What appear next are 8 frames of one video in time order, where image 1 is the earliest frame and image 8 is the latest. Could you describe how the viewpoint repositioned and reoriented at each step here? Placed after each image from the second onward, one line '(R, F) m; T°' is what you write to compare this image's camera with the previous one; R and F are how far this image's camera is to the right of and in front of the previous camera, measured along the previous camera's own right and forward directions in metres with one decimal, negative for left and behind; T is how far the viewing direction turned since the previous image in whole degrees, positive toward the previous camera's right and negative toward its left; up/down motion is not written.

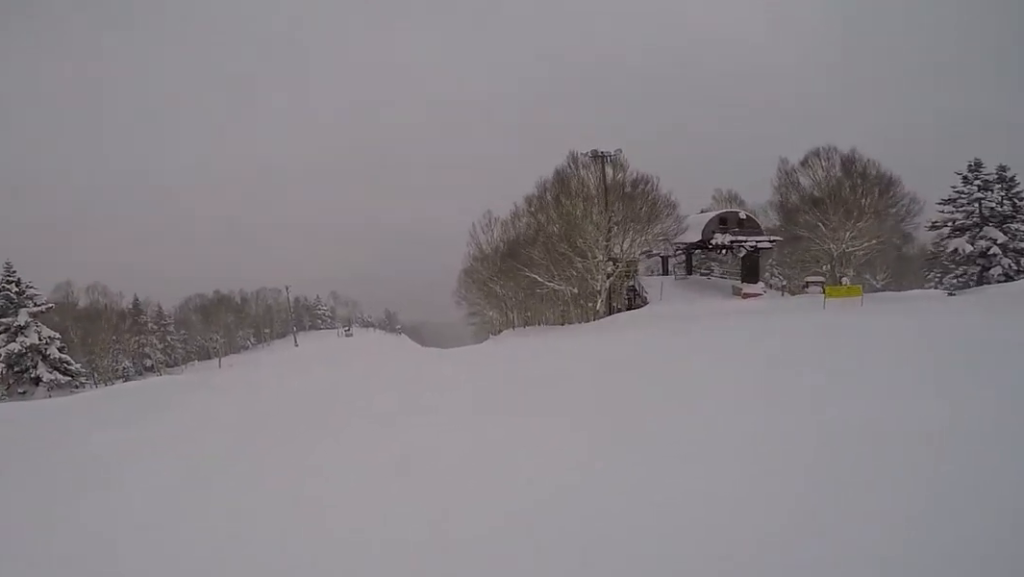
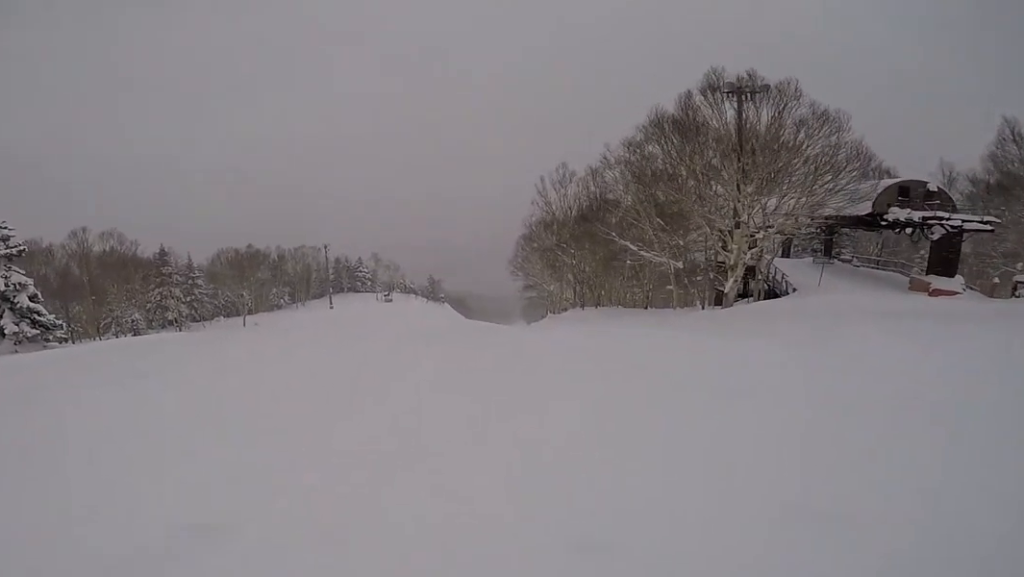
(-0.8, +8.3) m; -6°
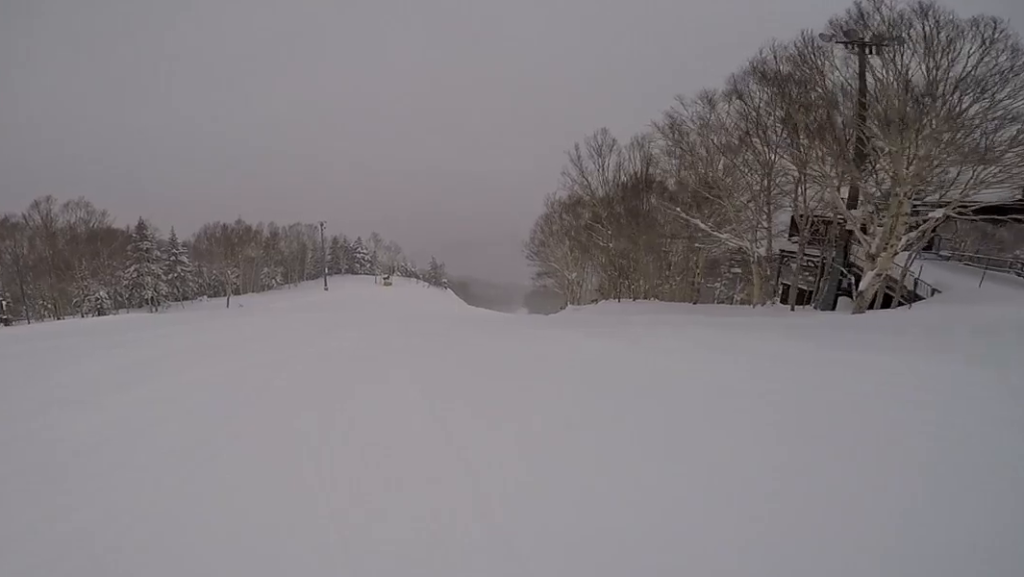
(-0.4, +6.4) m; -2°
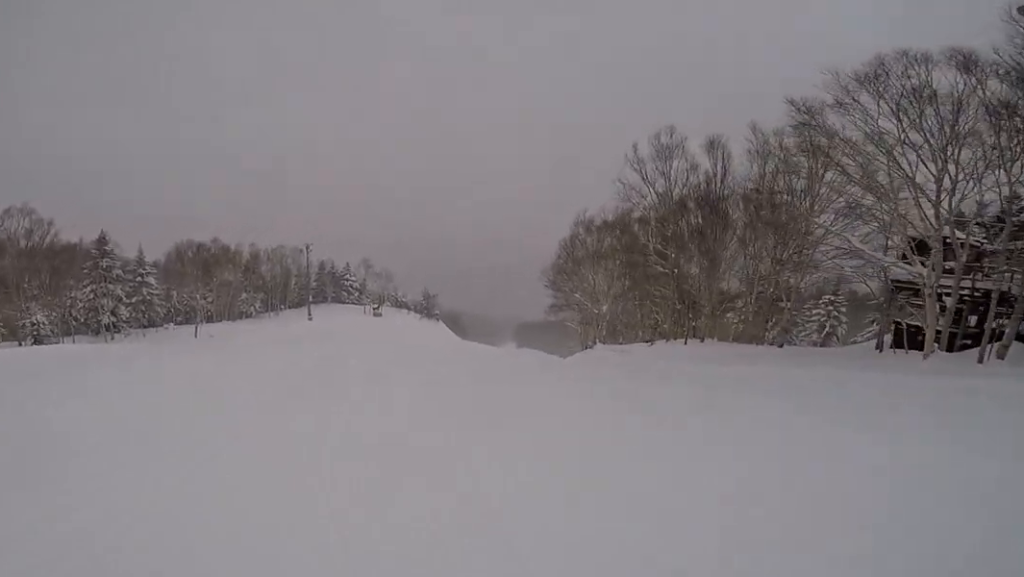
(-0.1, +7.9) m; +5°
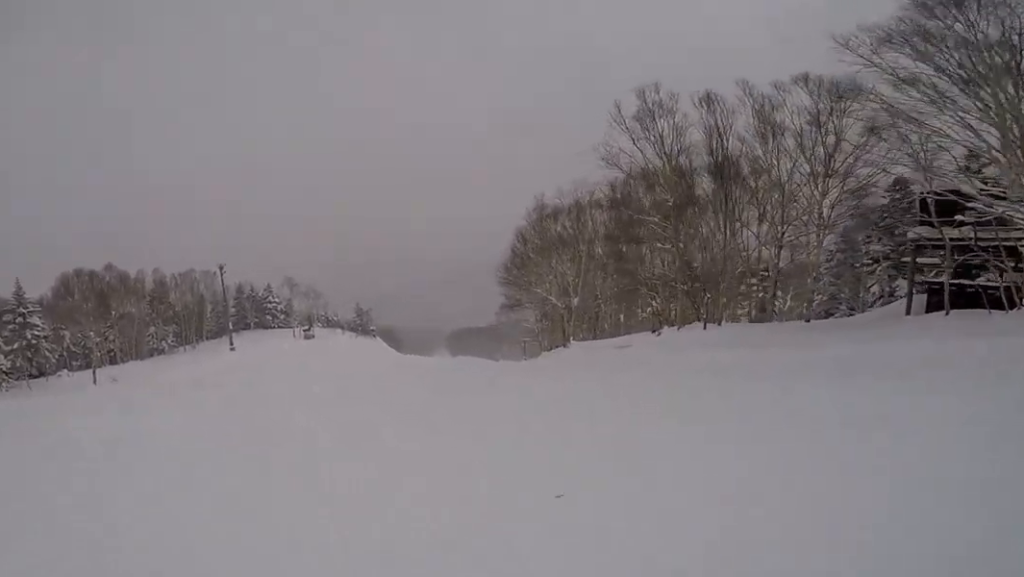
(+0.7, +6.6) m; +6°
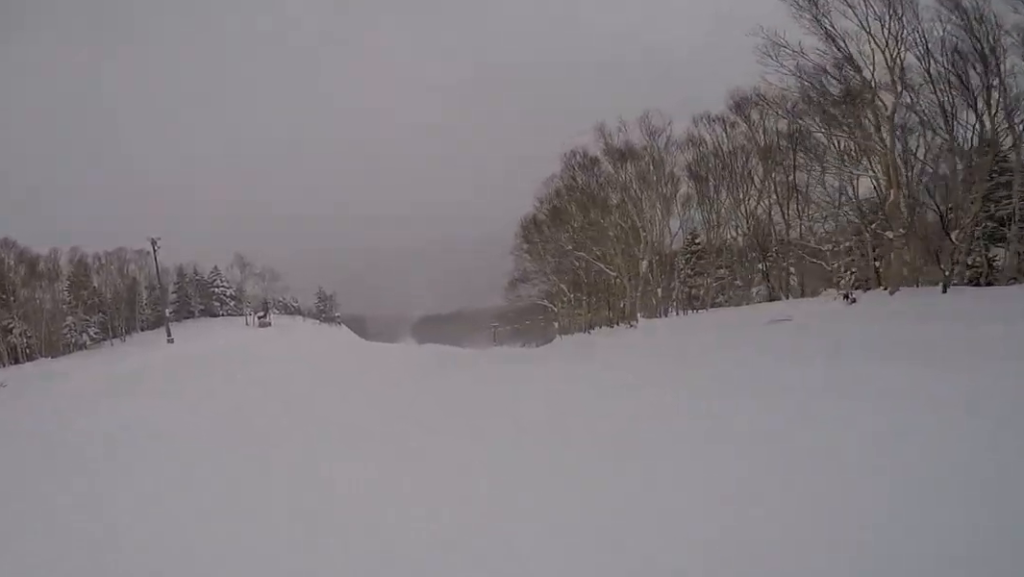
(+1.0, +10.7) m; +10°
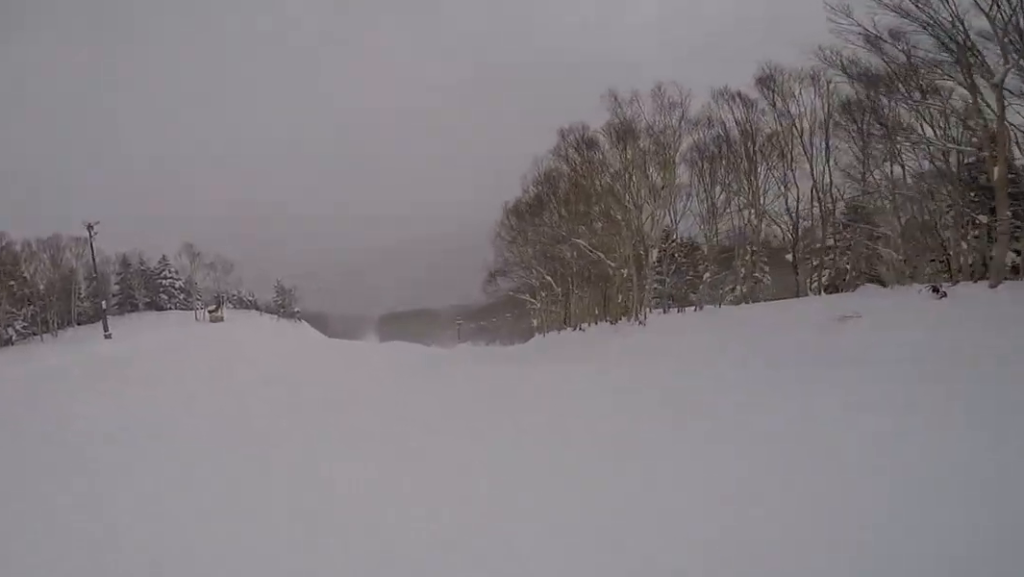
(0.0, +4.1) m; +3°
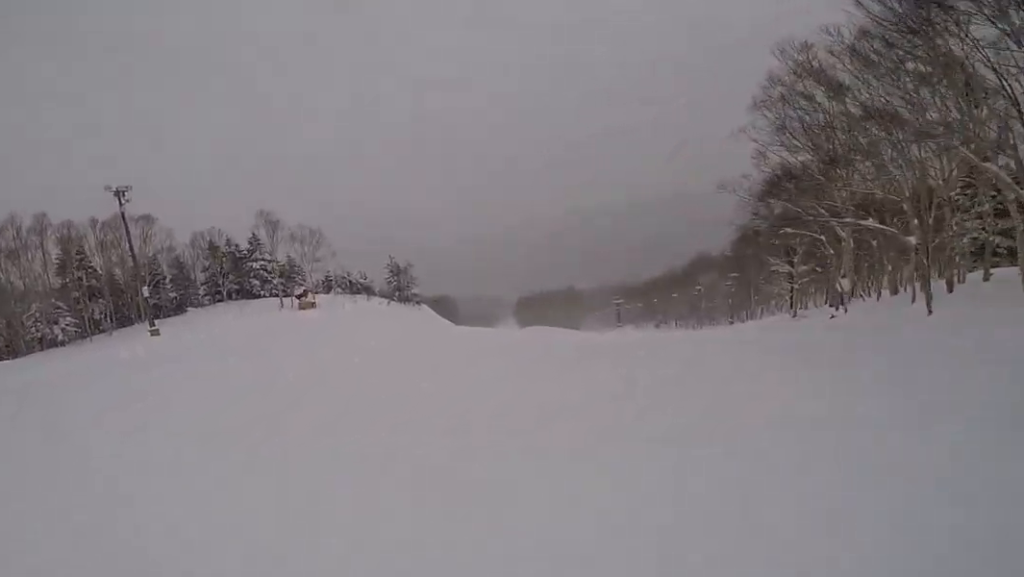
(+0.1, +18.8) m; -7°
